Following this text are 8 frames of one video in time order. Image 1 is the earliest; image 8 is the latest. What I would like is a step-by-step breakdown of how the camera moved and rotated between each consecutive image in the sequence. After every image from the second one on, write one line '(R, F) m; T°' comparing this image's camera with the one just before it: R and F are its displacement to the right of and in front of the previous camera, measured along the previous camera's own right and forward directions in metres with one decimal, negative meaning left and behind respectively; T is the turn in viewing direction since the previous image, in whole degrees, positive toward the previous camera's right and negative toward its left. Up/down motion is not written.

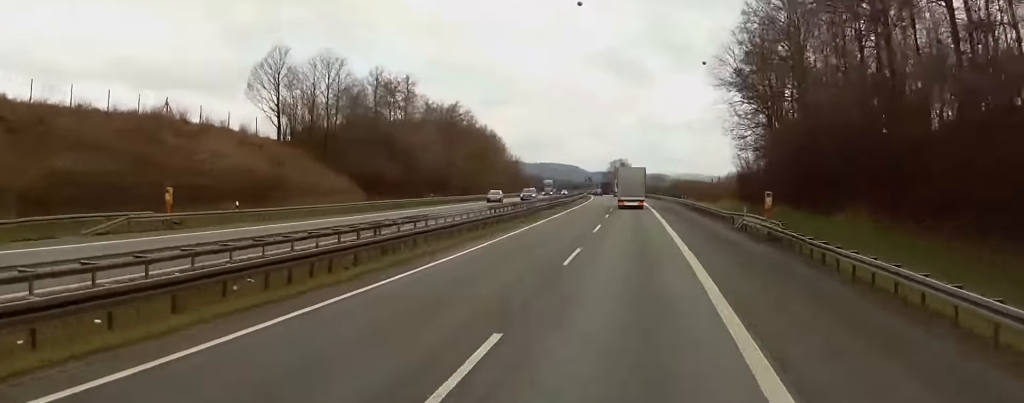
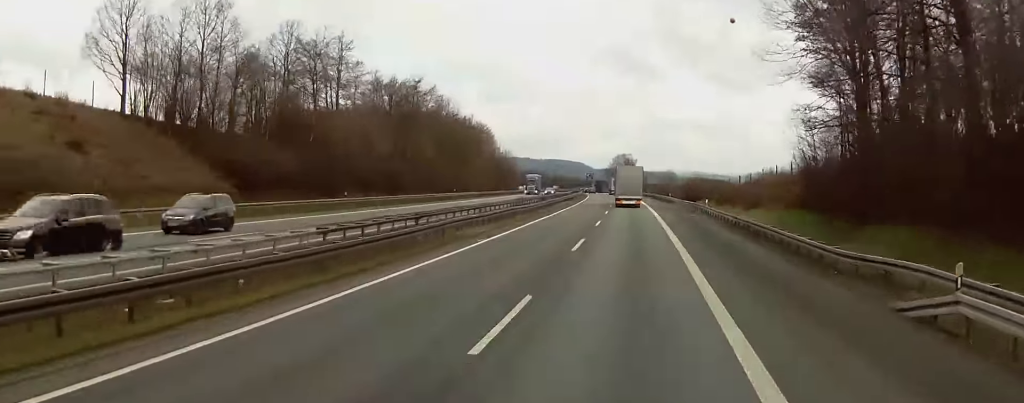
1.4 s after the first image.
(-0.3, +31.0) m; 0°
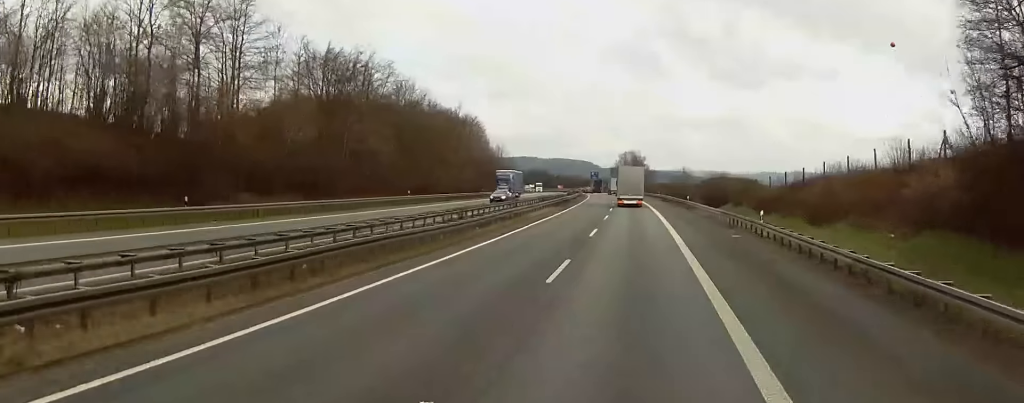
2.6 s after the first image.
(+0.2, +25.6) m; 0°
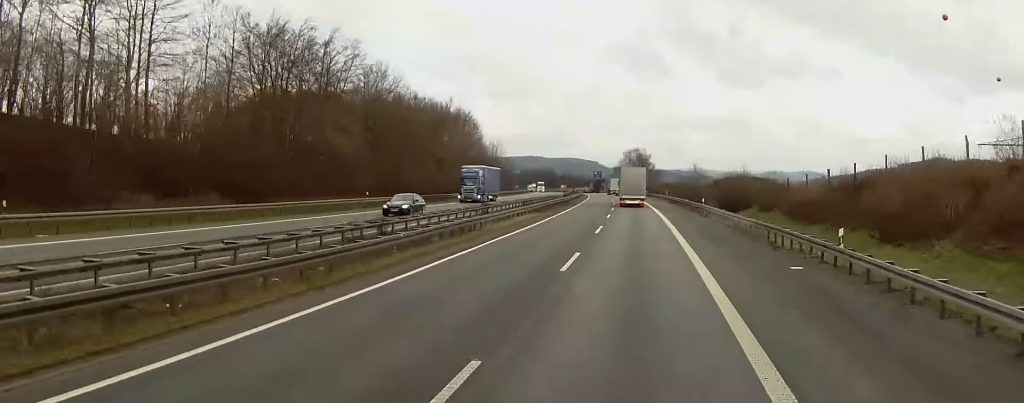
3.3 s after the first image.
(-0.1, +13.8) m; -1°
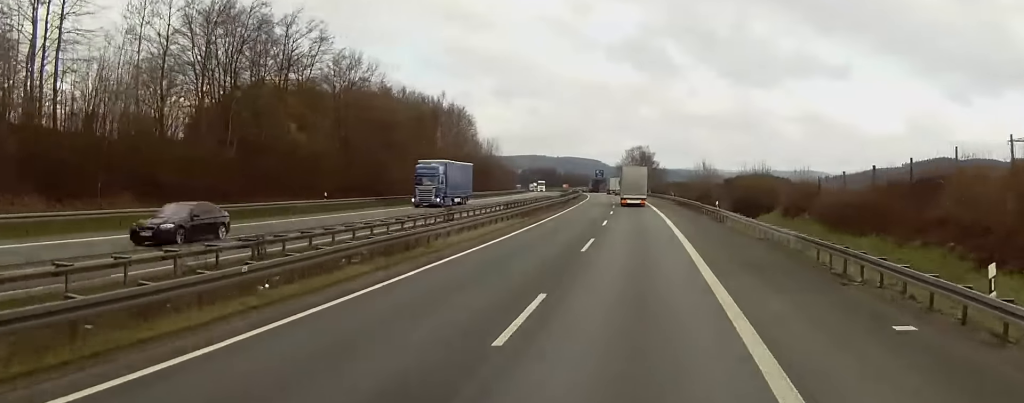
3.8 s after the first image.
(0.0, +9.5) m; 0°
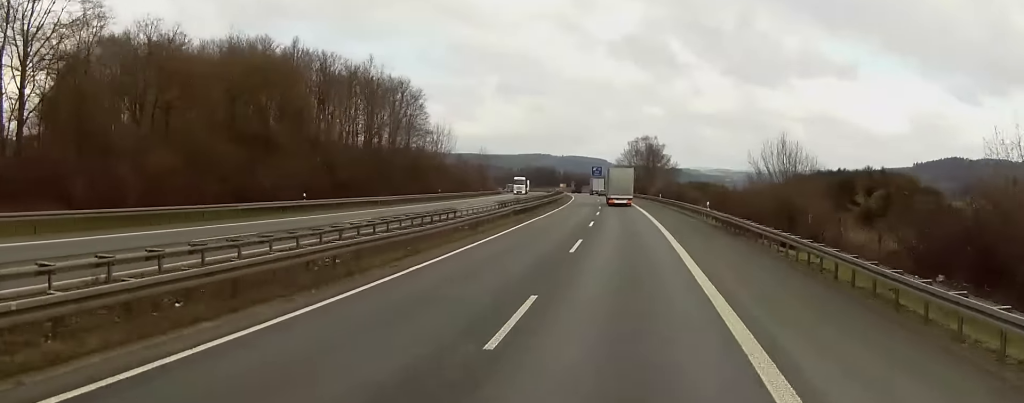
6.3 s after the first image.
(-1.0, +54.7) m; -2°
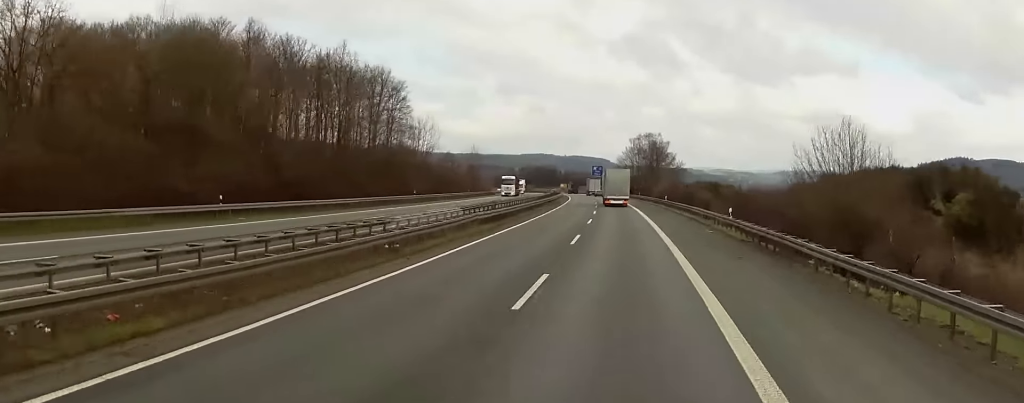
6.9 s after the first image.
(0.0, +15.8) m; 0°
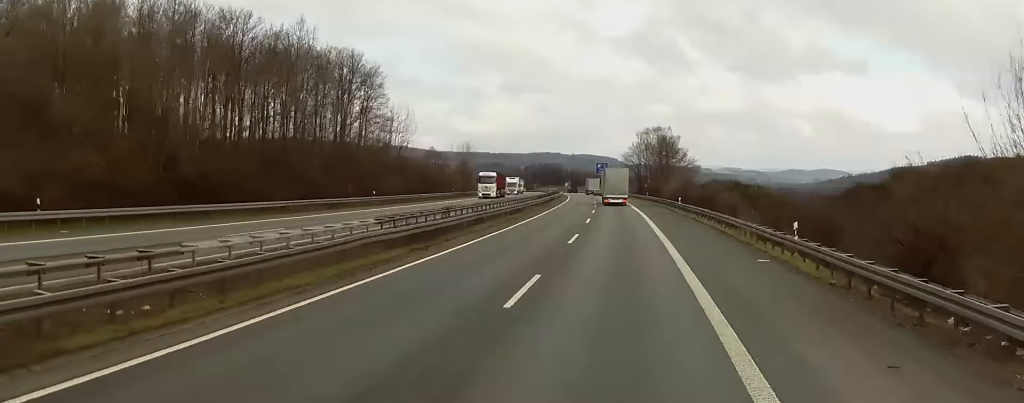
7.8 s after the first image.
(0.0, +20.2) m; 0°
